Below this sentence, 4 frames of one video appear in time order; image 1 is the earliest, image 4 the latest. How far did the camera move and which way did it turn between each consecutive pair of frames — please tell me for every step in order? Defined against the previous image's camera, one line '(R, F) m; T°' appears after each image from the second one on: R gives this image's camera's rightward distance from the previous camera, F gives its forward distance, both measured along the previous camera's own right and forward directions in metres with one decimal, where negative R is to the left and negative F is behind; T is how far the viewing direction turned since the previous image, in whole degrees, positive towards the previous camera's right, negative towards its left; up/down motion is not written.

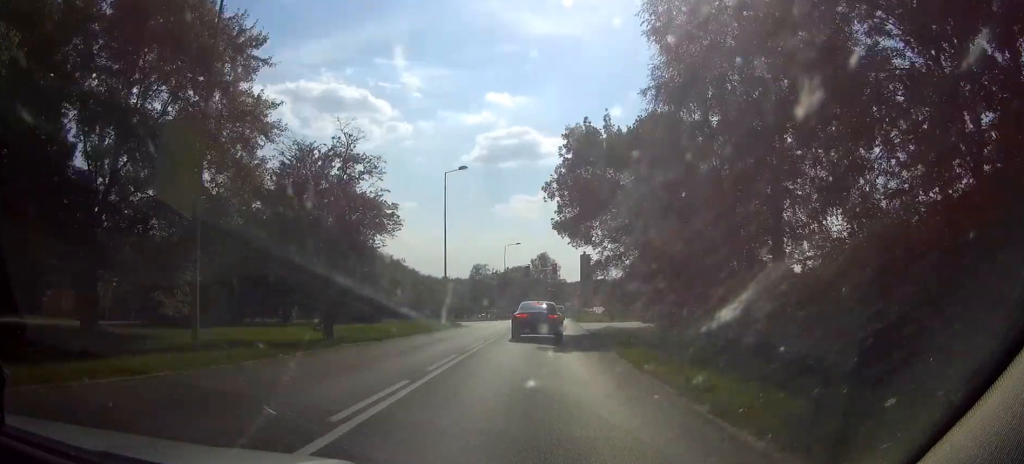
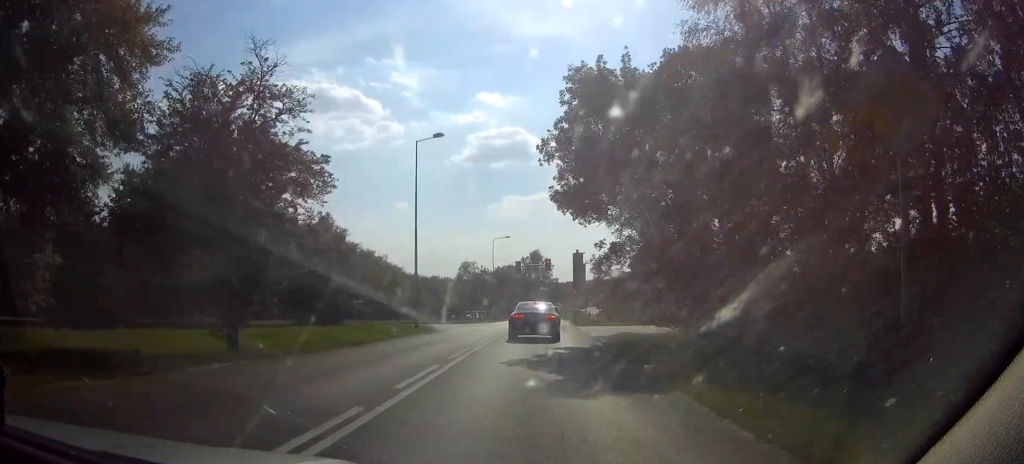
(+0.1, +9.5) m; +1°
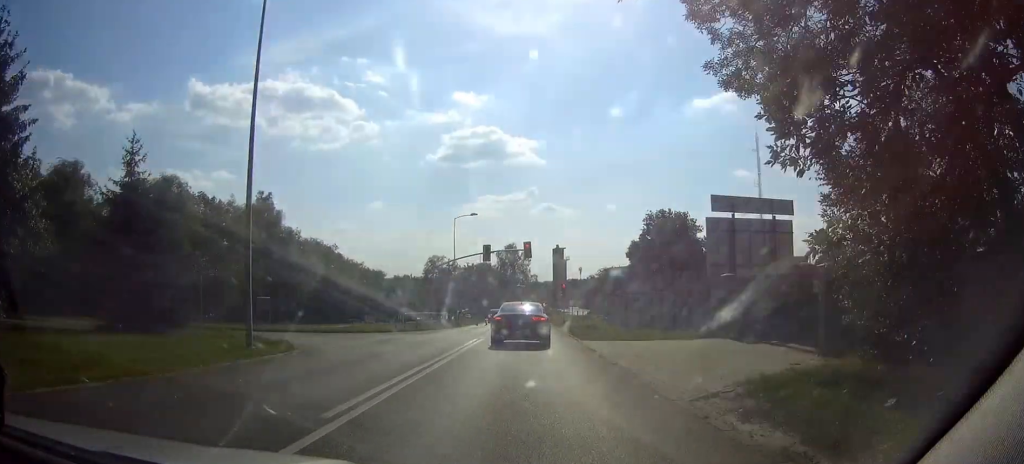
(+0.5, +21.5) m; +6°
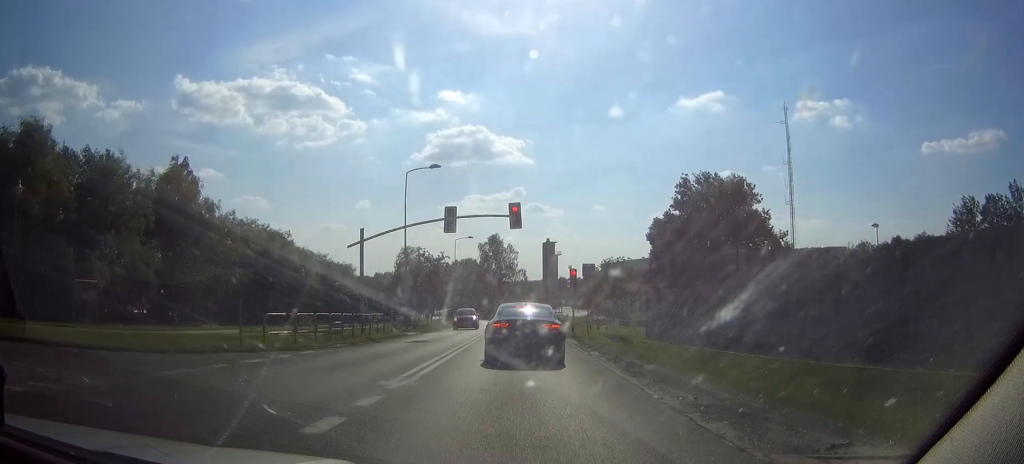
(+0.8, +22.2) m; -5°
